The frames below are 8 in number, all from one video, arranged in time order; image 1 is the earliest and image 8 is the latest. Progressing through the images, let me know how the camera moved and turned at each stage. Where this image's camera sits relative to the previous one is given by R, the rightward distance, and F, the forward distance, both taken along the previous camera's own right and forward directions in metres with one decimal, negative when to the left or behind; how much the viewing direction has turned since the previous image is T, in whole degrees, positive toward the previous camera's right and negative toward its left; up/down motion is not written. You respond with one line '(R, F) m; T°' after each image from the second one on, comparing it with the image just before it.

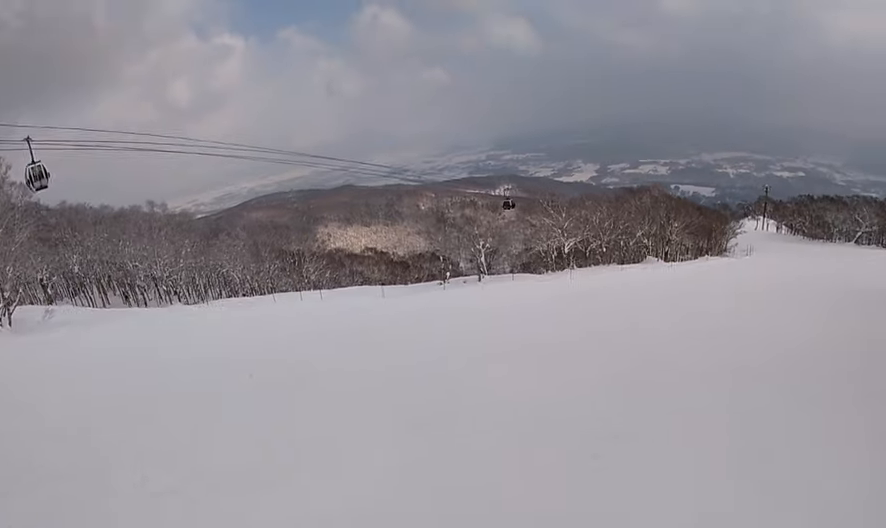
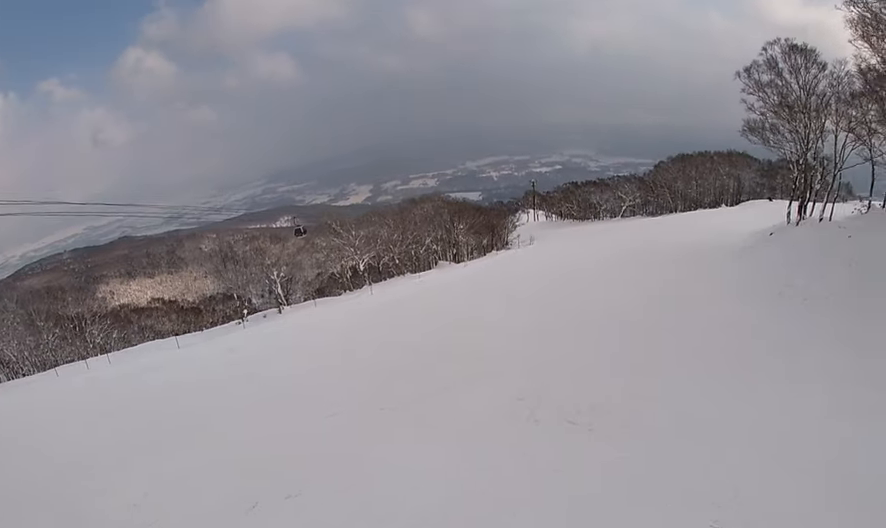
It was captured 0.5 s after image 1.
(+0.3, +2.9) m; +25°
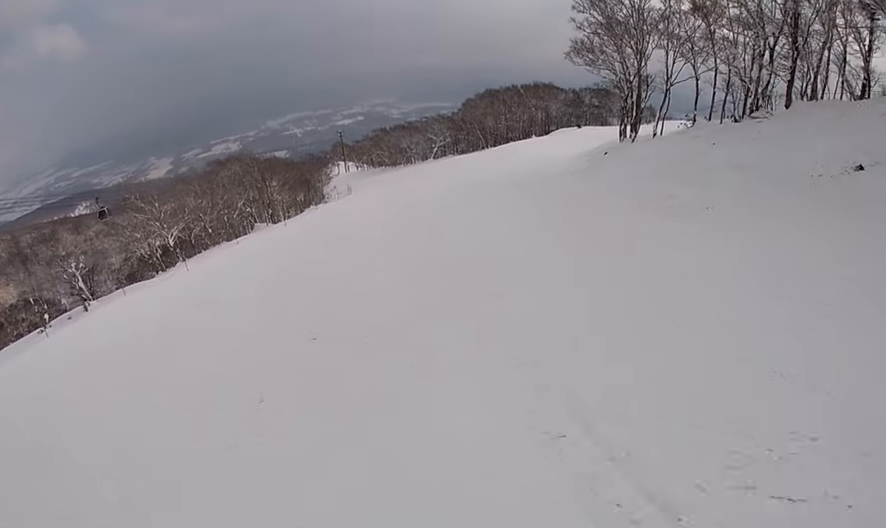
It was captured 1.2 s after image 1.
(+1.2, +3.5) m; +17°
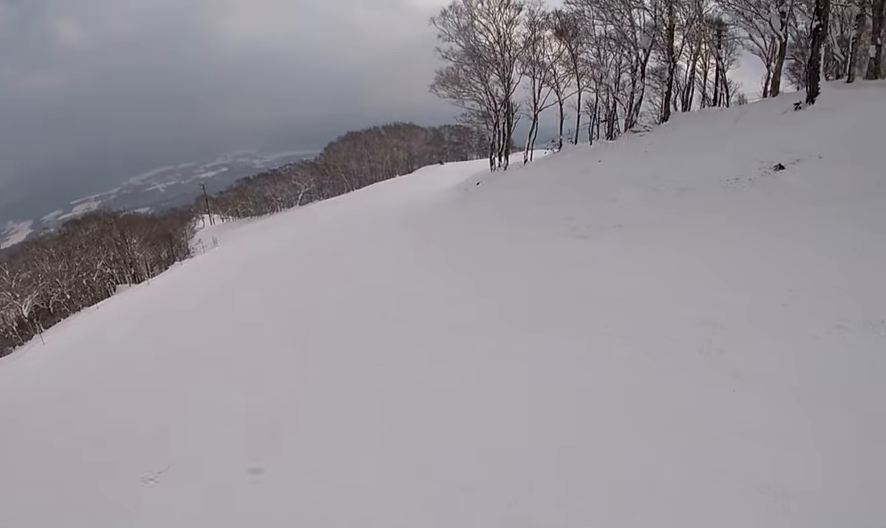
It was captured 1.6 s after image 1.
(+0.5, +2.6) m; +9°
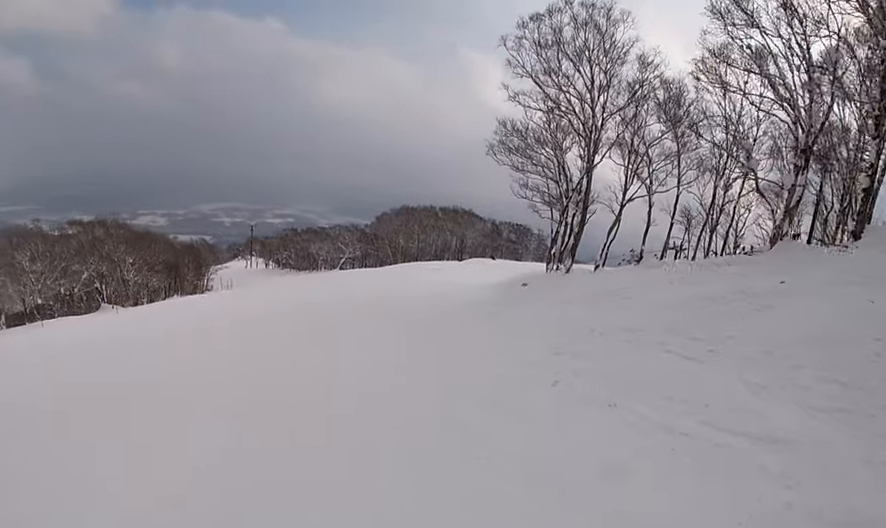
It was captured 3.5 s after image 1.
(-0.4, +11.9) m; -24°
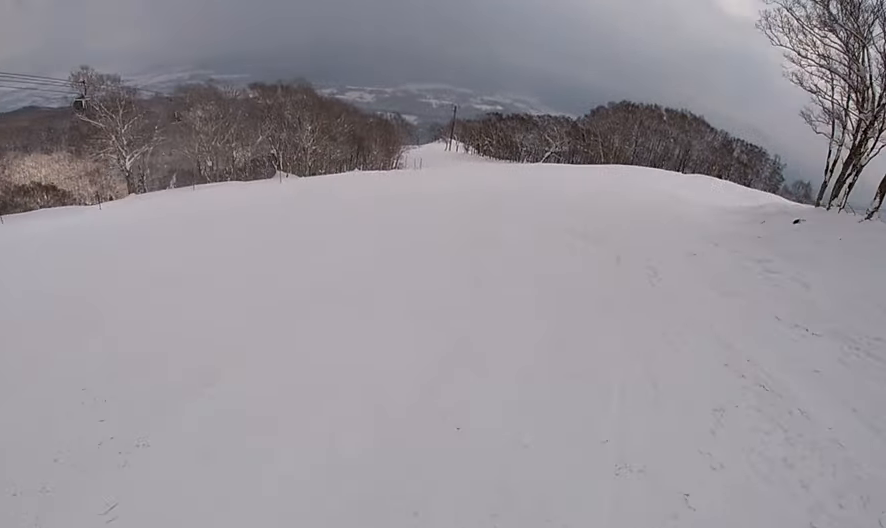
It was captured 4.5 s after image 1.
(-2.2, +6.2) m; -13°
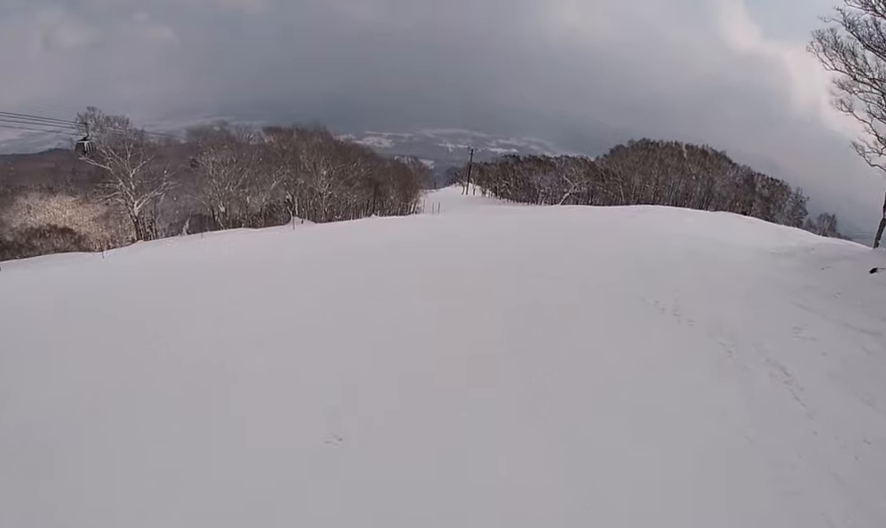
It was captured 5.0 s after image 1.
(+0.1, +2.8) m; +5°
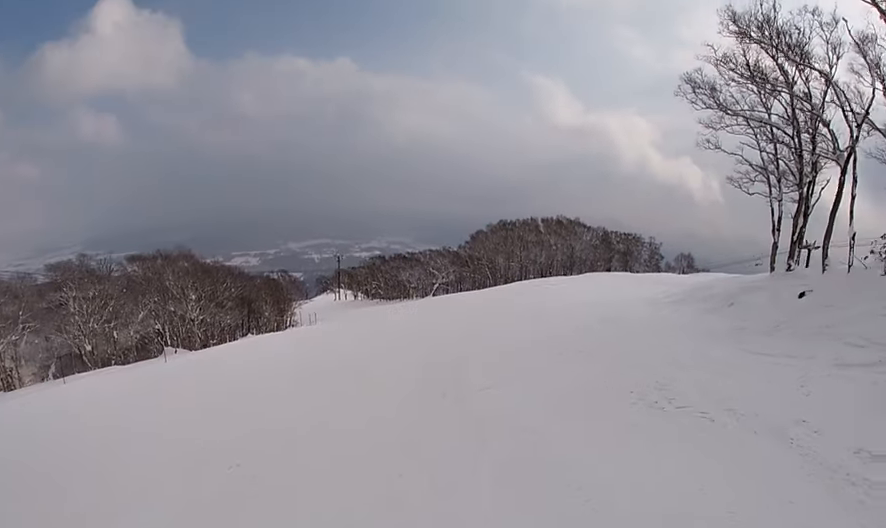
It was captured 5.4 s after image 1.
(+0.2, +2.7) m; +10°
